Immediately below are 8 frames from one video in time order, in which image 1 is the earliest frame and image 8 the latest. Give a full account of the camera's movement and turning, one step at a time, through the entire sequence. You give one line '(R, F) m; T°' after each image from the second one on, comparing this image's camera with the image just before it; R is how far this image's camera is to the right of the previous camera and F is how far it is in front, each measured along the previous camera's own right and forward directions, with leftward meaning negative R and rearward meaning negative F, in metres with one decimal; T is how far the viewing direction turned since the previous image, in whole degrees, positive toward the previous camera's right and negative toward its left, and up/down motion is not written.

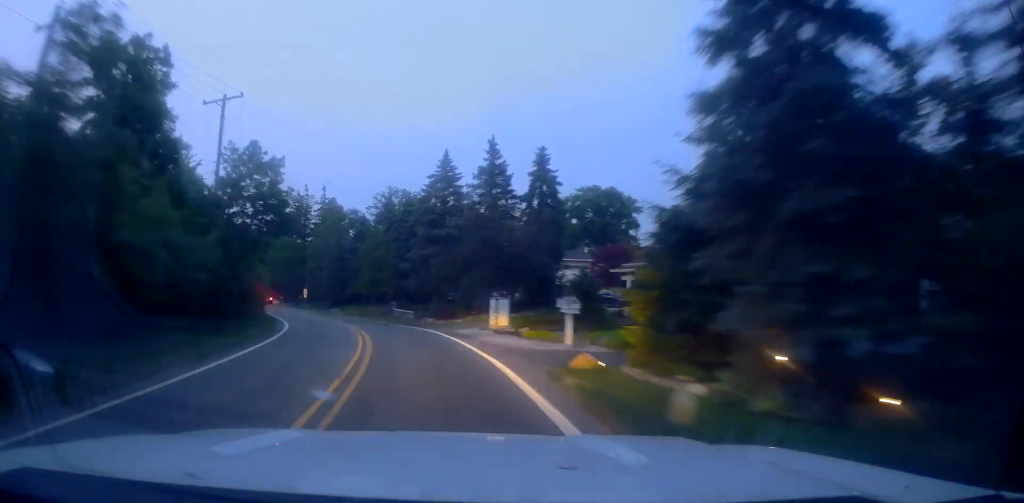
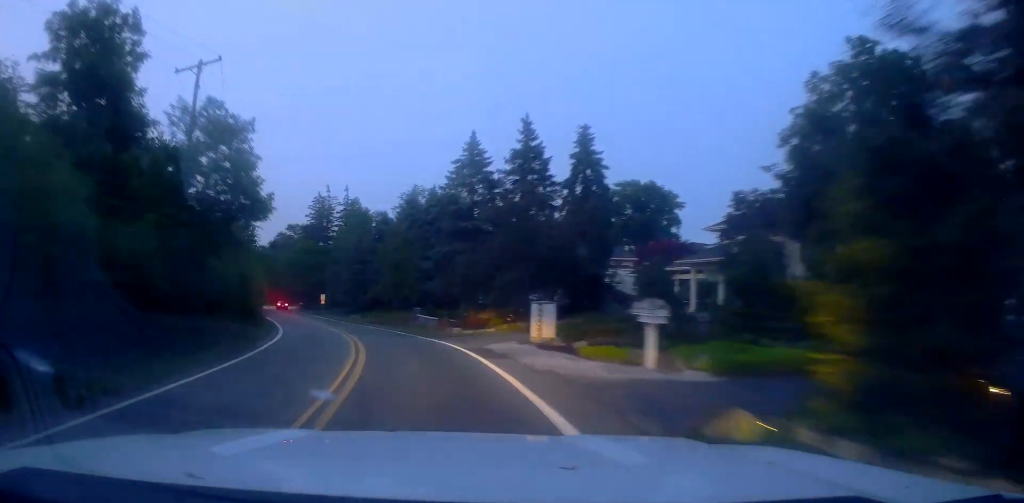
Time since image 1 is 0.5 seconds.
(-0.1, +6.3) m; -3°
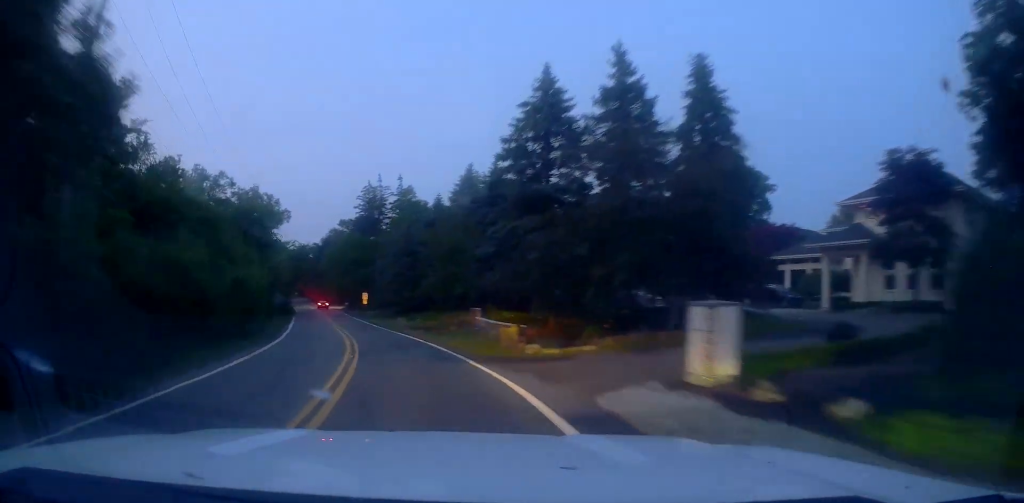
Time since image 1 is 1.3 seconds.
(-0.1, +11.1) m; -5°
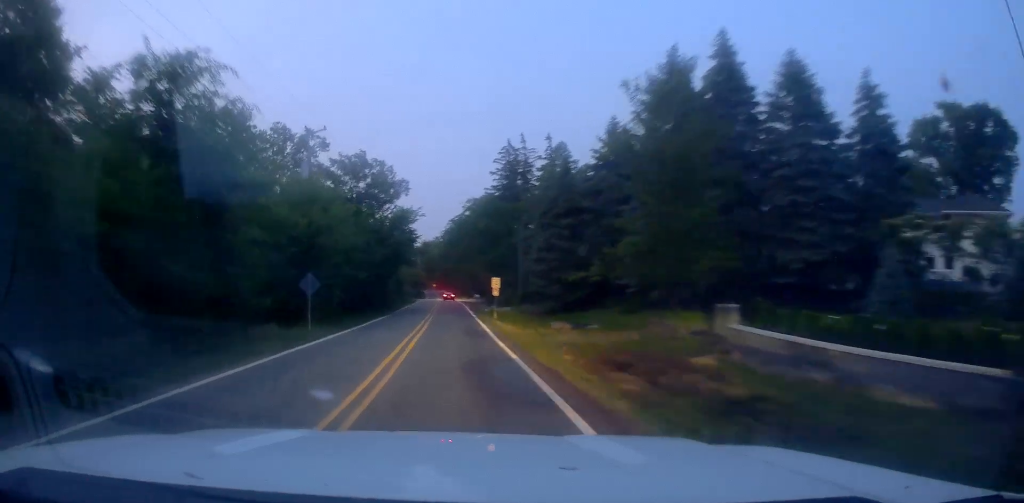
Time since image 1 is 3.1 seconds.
(-2.2, +24.1) m; -12°
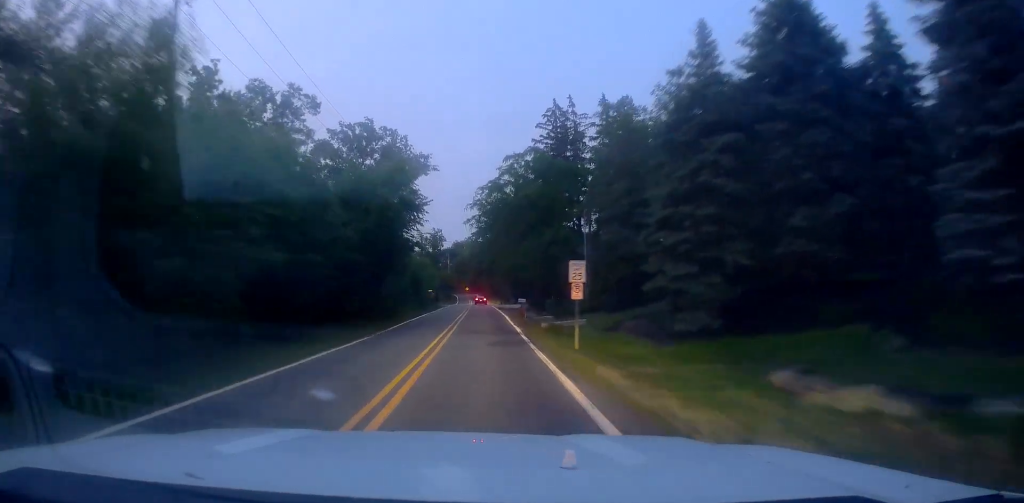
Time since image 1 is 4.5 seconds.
(-2.3, +19.4) m; -11°
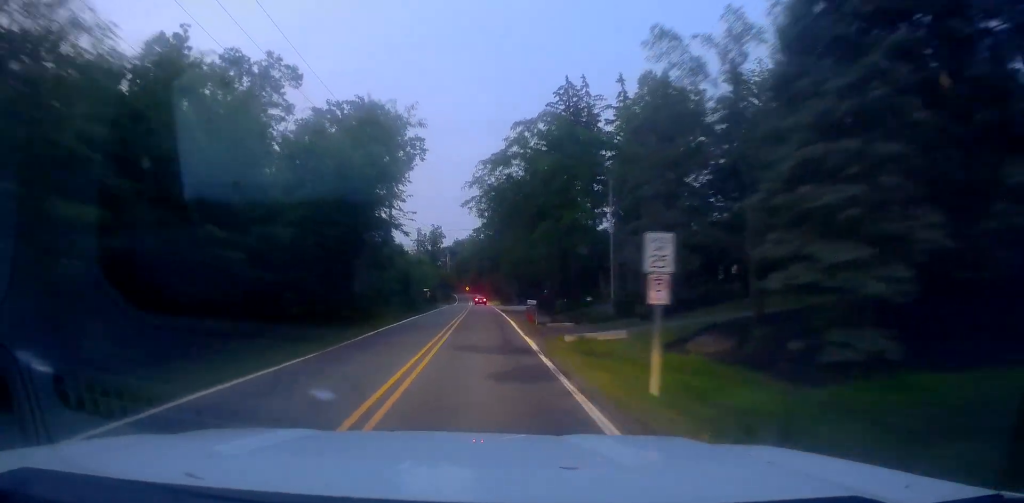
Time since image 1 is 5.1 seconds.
(0.0, +8.3) m; -3°
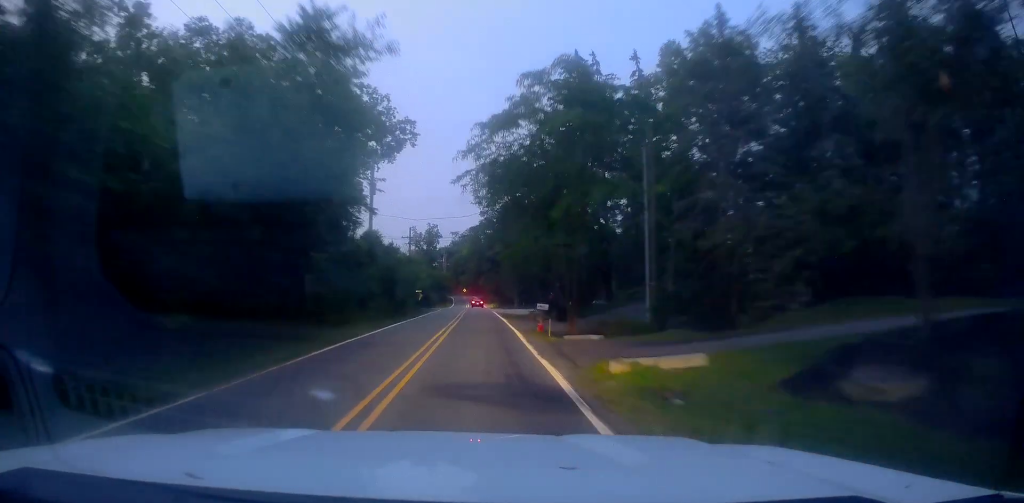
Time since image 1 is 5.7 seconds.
(-0.4, +7.5) m; -1°
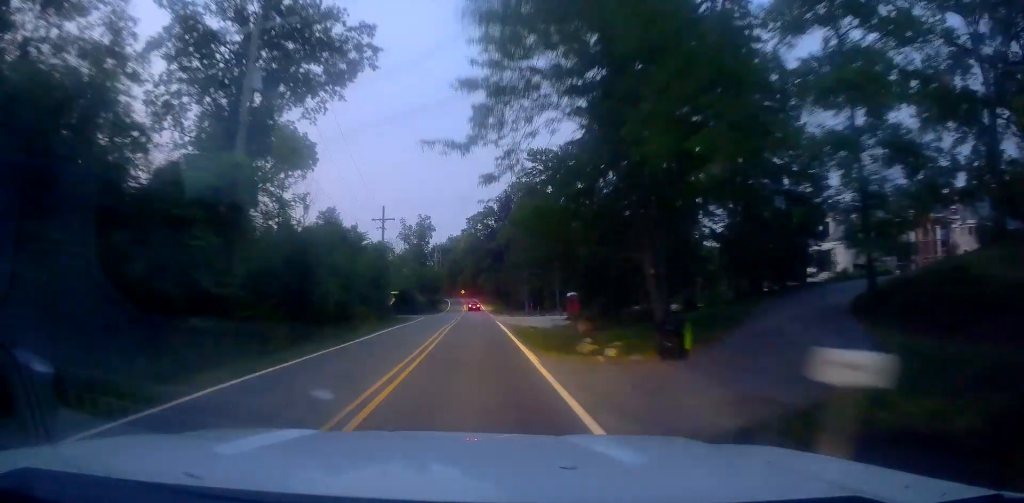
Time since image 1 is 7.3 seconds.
(-0.3, +22.7) m; -3°
